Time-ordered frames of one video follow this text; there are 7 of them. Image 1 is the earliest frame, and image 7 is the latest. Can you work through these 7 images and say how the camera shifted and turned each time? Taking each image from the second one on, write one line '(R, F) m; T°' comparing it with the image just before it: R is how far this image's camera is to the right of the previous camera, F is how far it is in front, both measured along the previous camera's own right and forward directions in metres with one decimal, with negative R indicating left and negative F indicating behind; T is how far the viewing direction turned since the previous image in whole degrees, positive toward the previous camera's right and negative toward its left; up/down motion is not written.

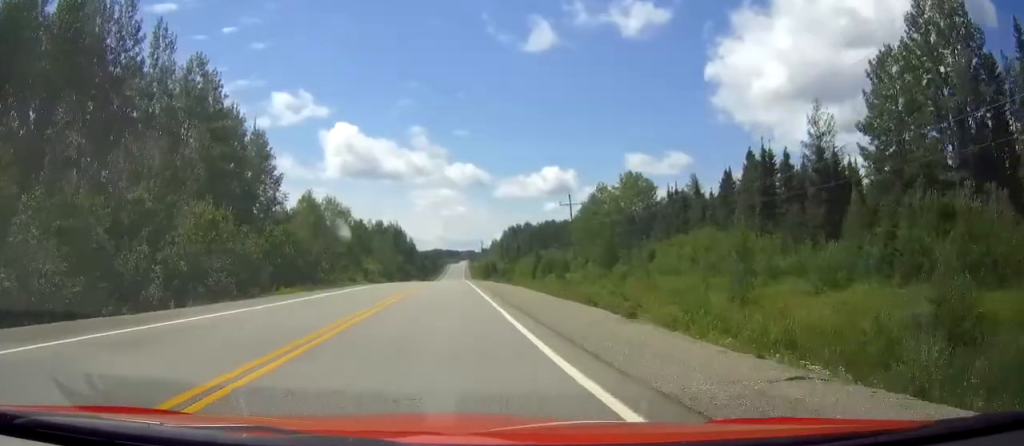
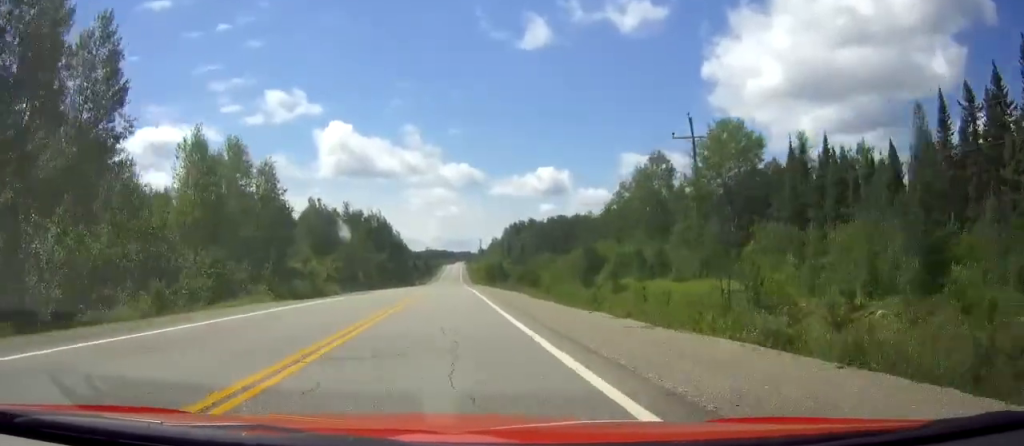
(+0.1, +38.2) m; +1°
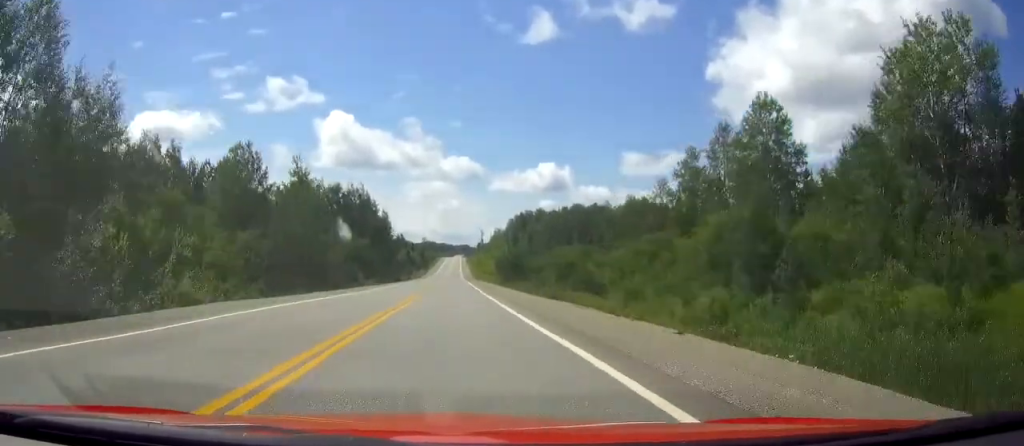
(+0.1, +33.2) m; 0°
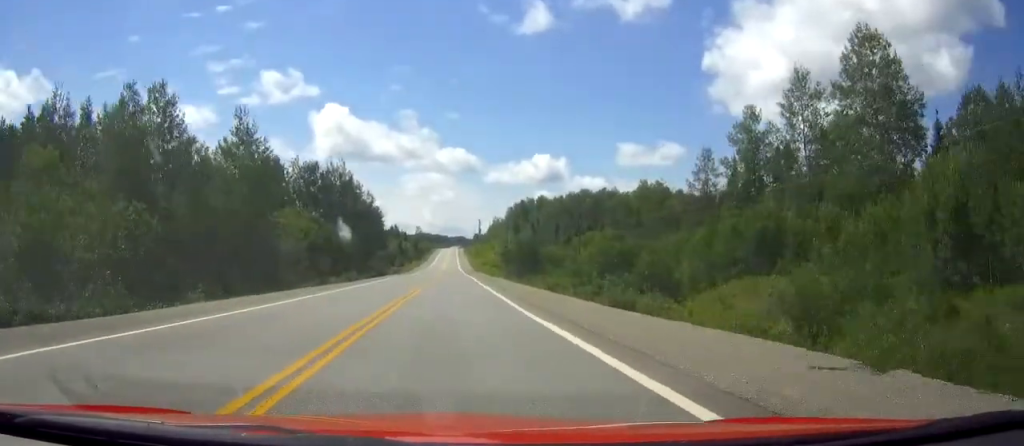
(0.0, +18.7) m; 0°
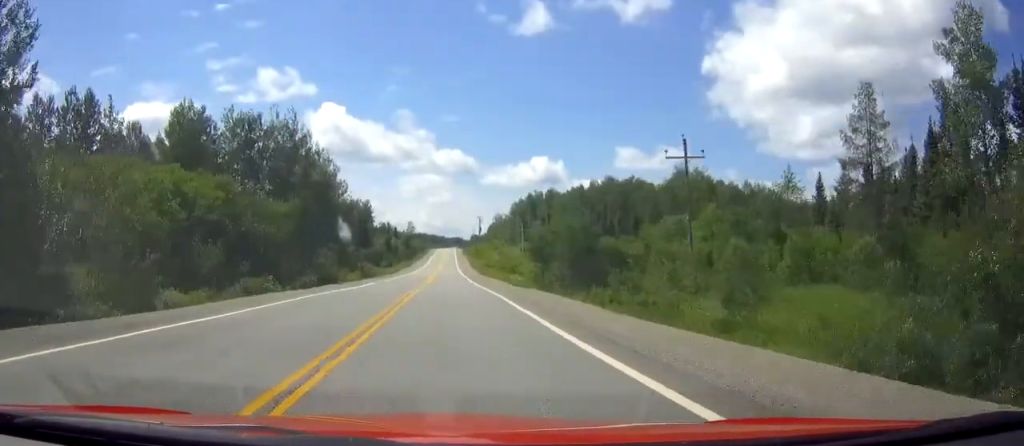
(+0.1, +34.2) m; 0°
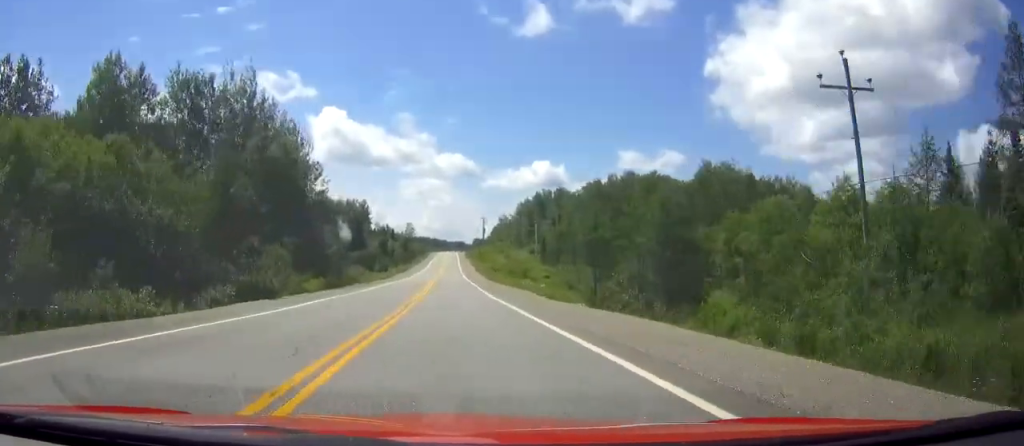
(0.0, +17.6) m; 0°
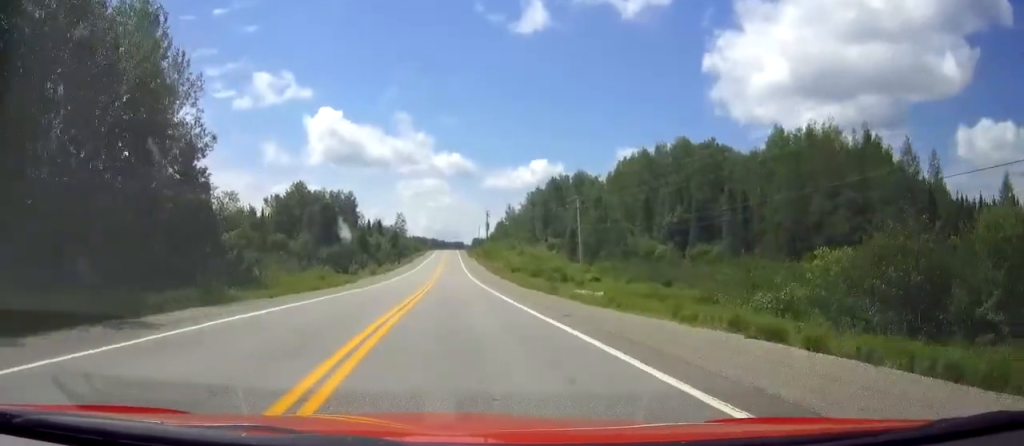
(0.0, +37.1) m; 0°
